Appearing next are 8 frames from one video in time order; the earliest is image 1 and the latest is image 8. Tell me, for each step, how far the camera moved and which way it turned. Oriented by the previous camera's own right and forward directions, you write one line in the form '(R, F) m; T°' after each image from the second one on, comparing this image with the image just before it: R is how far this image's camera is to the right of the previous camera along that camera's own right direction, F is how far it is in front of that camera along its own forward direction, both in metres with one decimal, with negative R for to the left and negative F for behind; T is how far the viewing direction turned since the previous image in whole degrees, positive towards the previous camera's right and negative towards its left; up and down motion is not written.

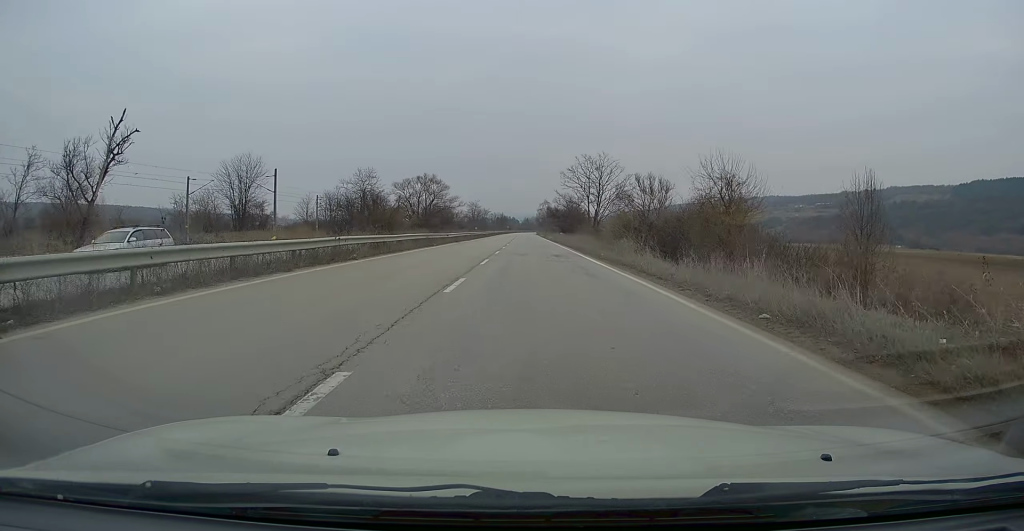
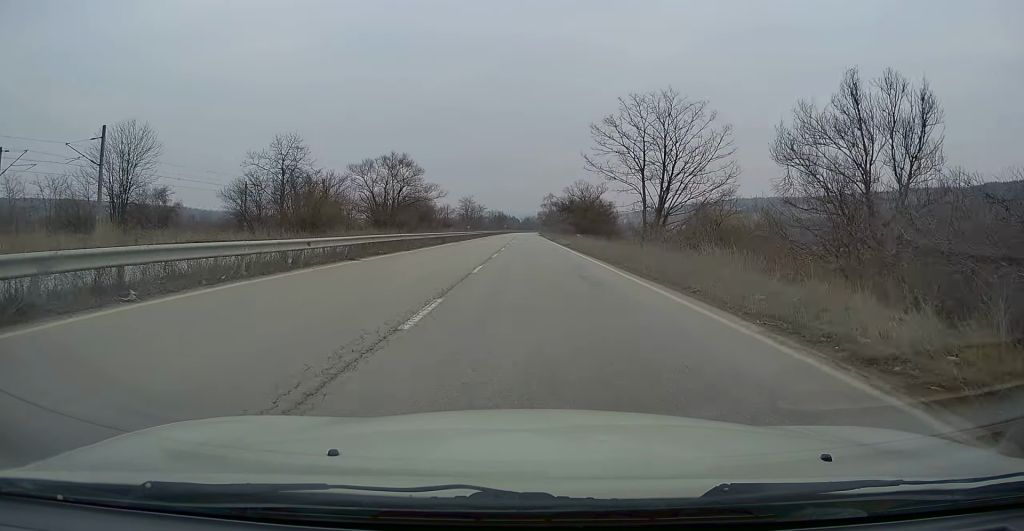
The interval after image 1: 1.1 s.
(-0.1, +30.7) m; 0°
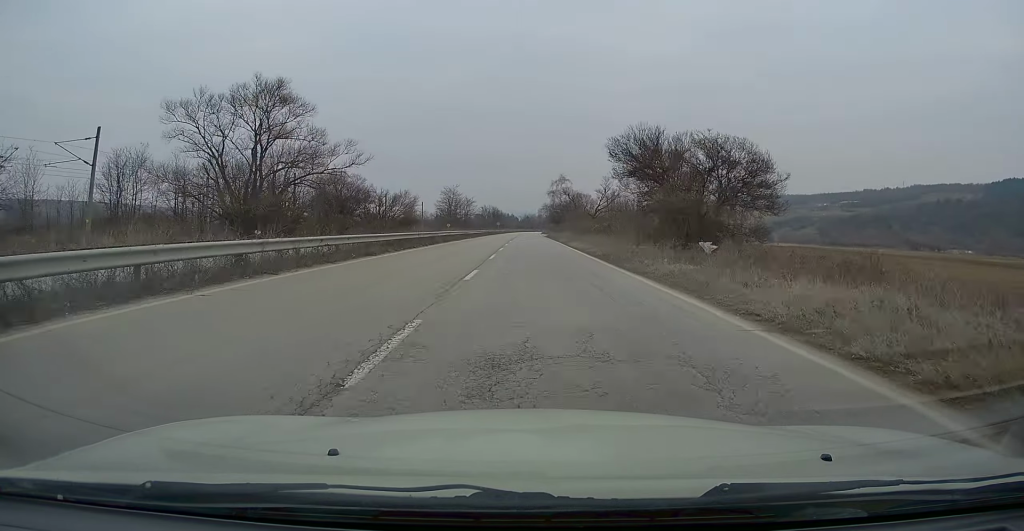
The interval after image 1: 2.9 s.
(+0.4, +47.0) m; +1°
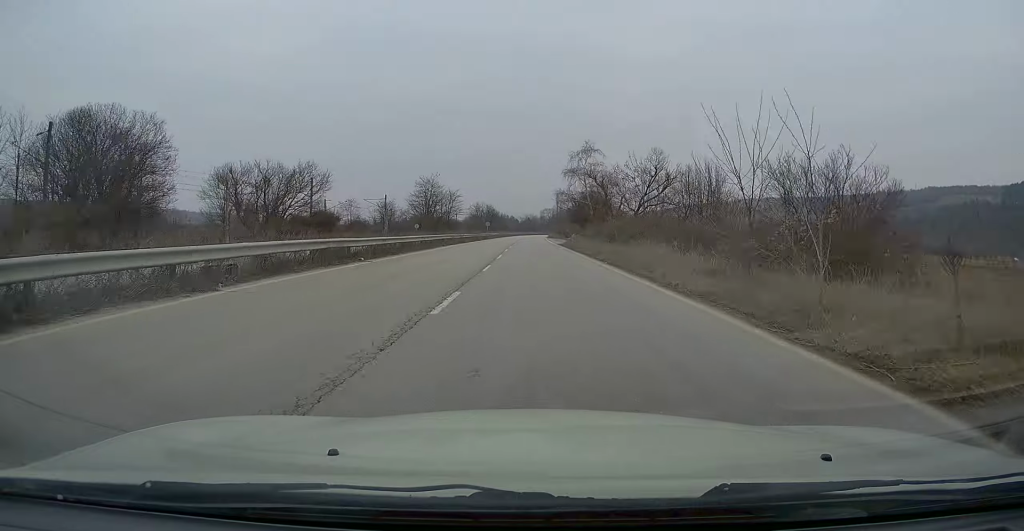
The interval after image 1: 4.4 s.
(0.0, +40.7) m; -1°
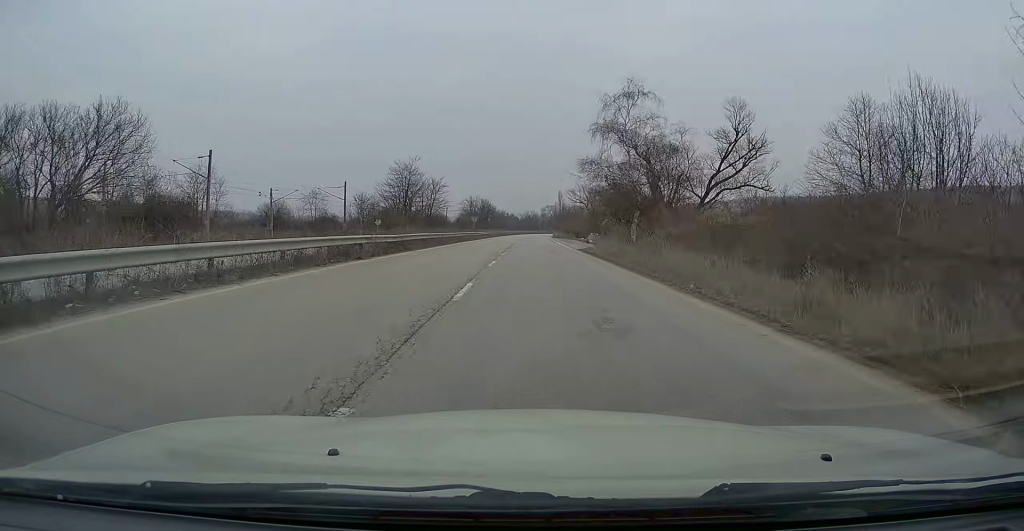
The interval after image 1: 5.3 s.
(-0.1, +25.3) m; 0°
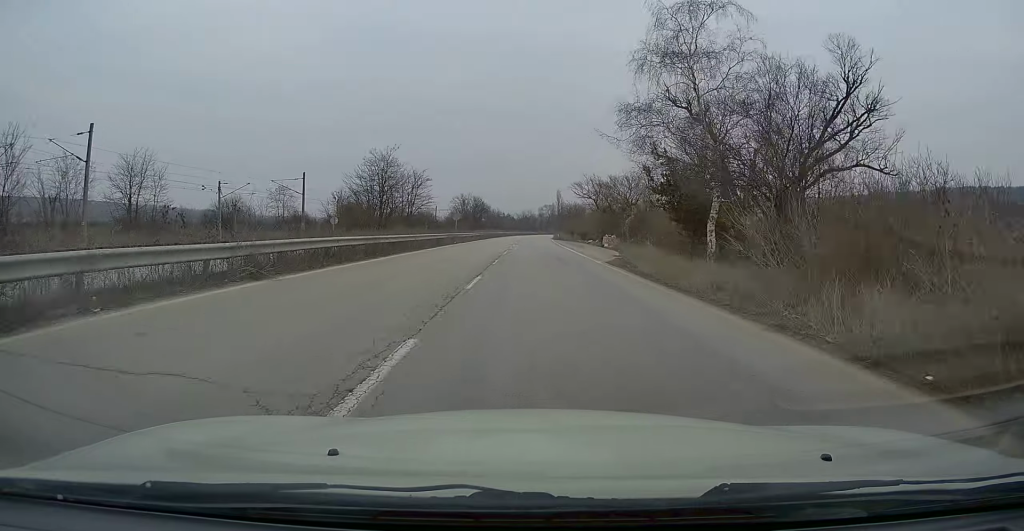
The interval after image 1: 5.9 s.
(0.0, +15.4) m; 0°
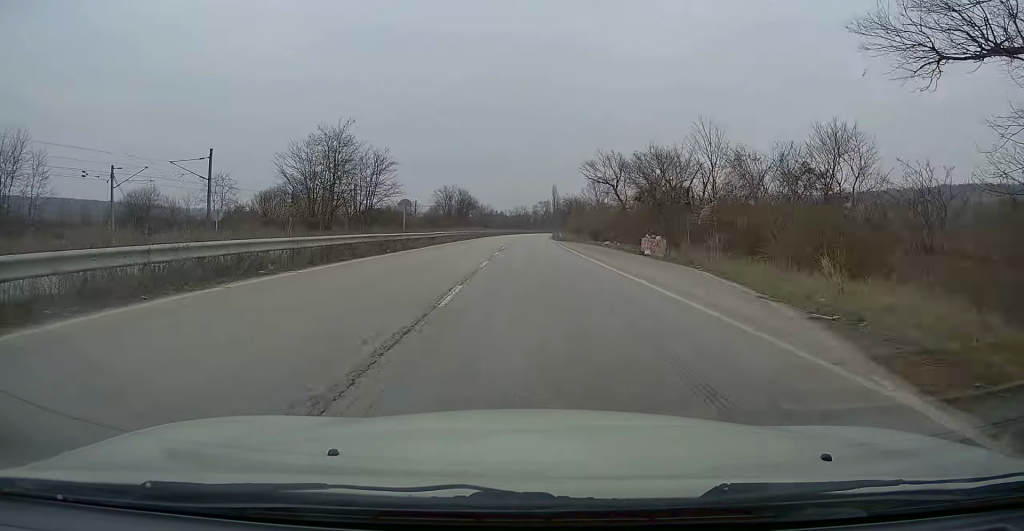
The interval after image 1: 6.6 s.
(0.0, +20.7) m; +1°
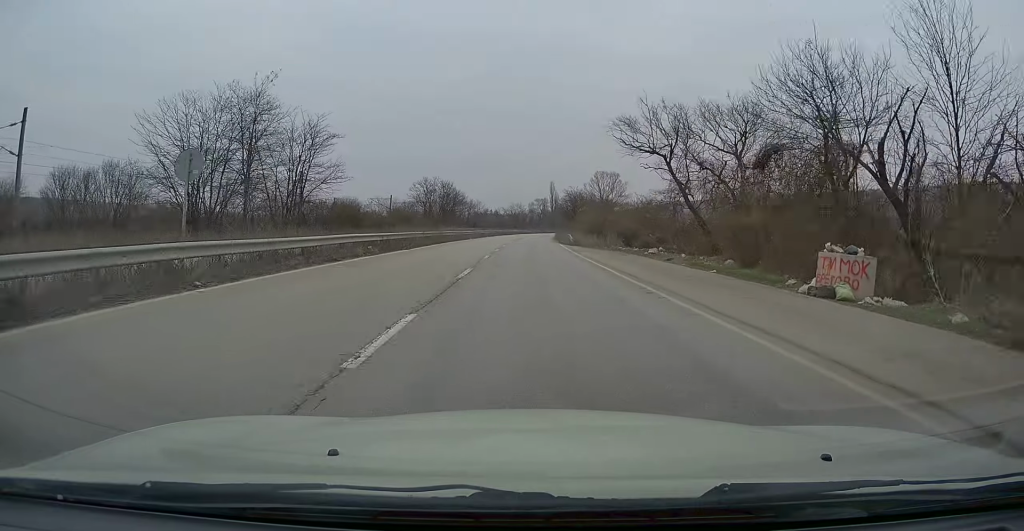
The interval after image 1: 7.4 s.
(+0.4, +21.7) m; +1°
